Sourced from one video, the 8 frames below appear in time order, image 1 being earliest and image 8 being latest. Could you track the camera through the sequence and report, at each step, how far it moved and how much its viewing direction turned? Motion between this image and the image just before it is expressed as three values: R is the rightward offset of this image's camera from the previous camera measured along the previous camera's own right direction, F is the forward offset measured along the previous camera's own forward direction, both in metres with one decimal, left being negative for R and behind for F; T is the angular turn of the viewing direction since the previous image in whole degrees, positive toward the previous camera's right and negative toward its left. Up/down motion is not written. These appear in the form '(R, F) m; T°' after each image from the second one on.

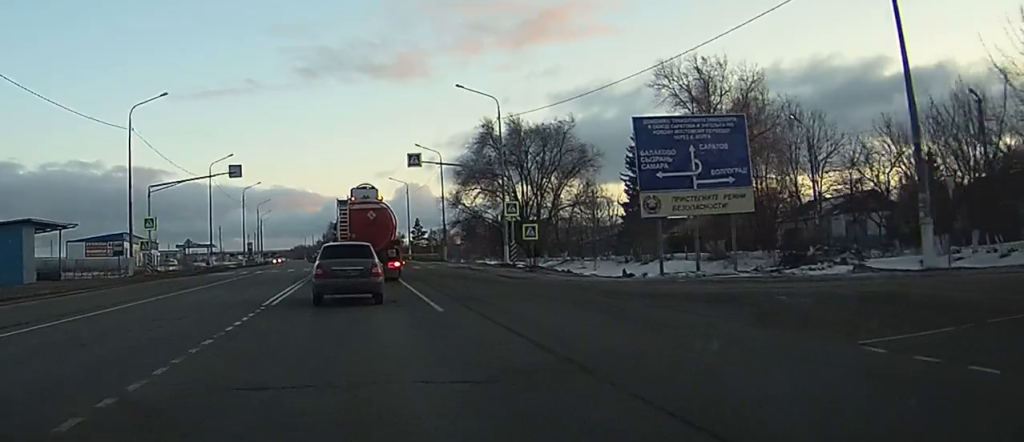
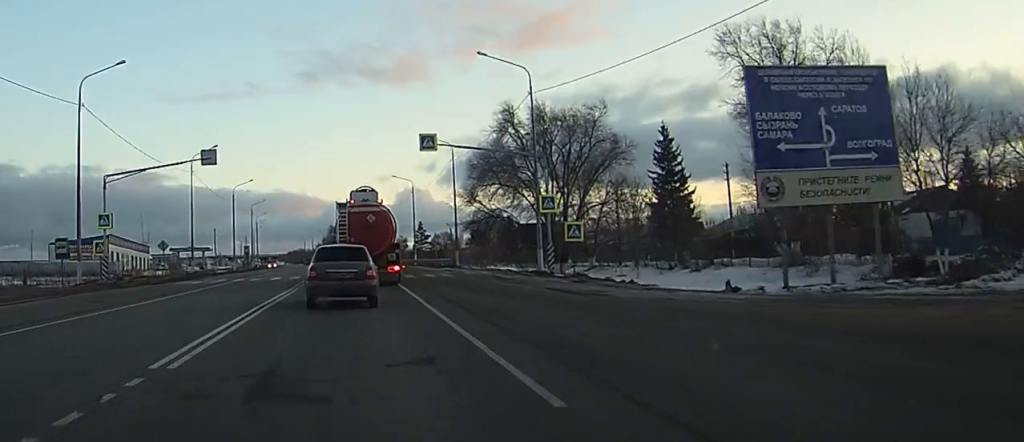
(0.0, +10.5) m; 0°
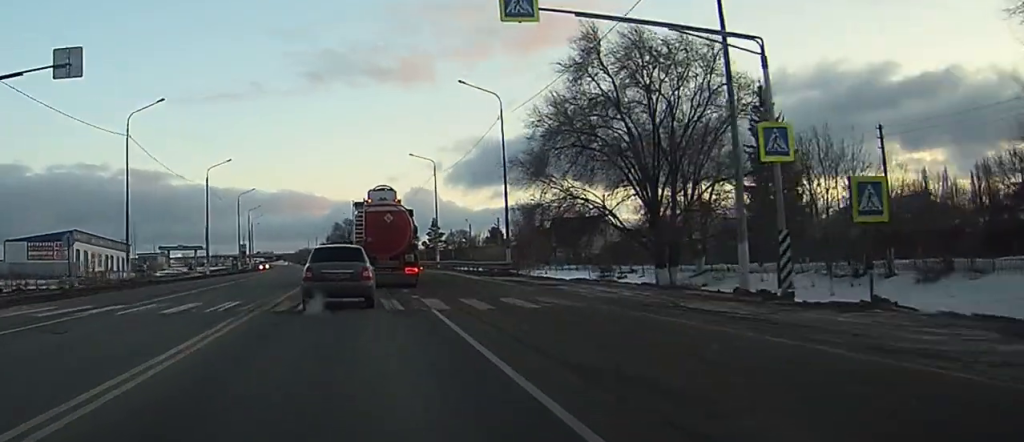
(-0.2, +24.8) m; -1°
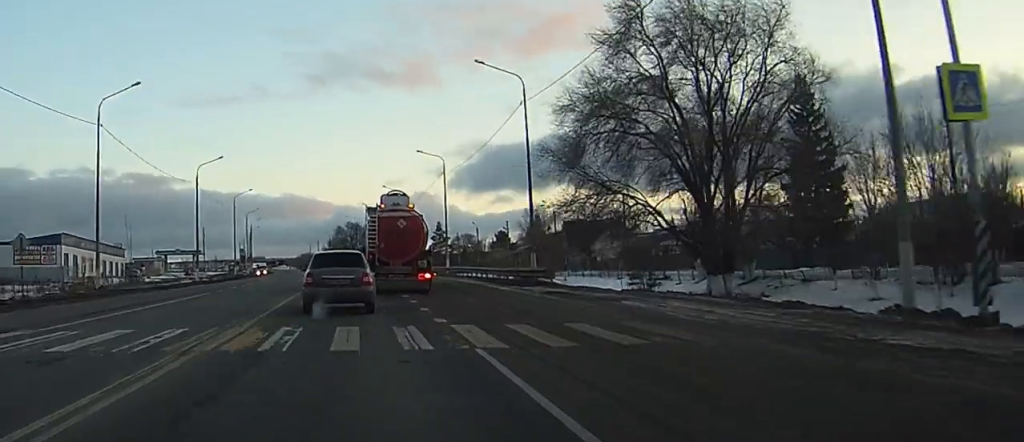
(0.0, +7.2) m; 0°
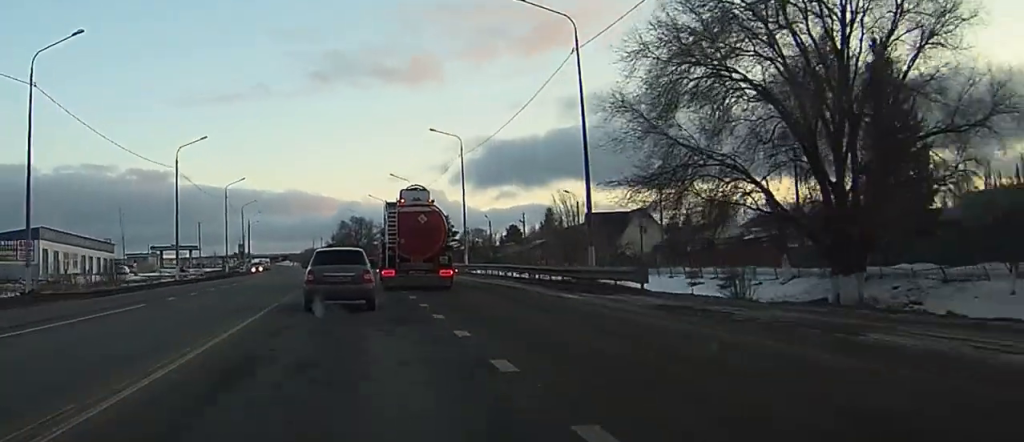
(0.0, +11.4) m; 0°
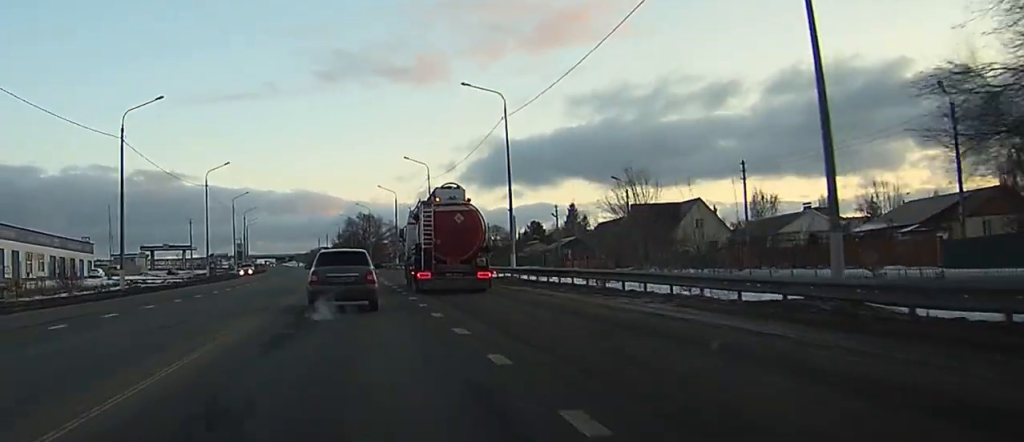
(-0.1, +19.0) m; -1°
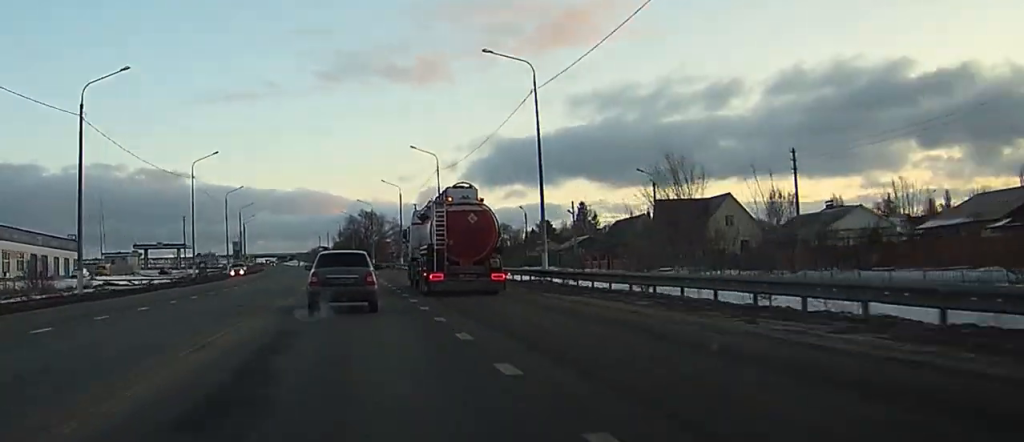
(0.0, +8.6) m; 0°
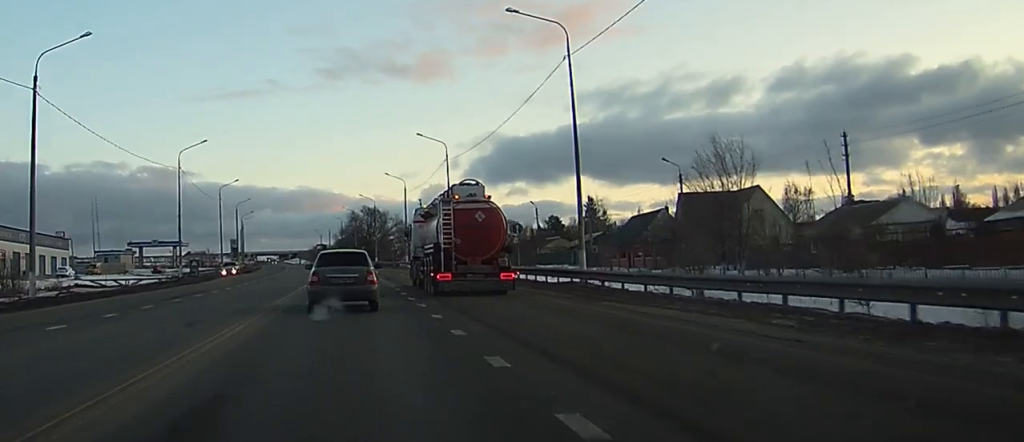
(0.0, +7.1) m; 0°
